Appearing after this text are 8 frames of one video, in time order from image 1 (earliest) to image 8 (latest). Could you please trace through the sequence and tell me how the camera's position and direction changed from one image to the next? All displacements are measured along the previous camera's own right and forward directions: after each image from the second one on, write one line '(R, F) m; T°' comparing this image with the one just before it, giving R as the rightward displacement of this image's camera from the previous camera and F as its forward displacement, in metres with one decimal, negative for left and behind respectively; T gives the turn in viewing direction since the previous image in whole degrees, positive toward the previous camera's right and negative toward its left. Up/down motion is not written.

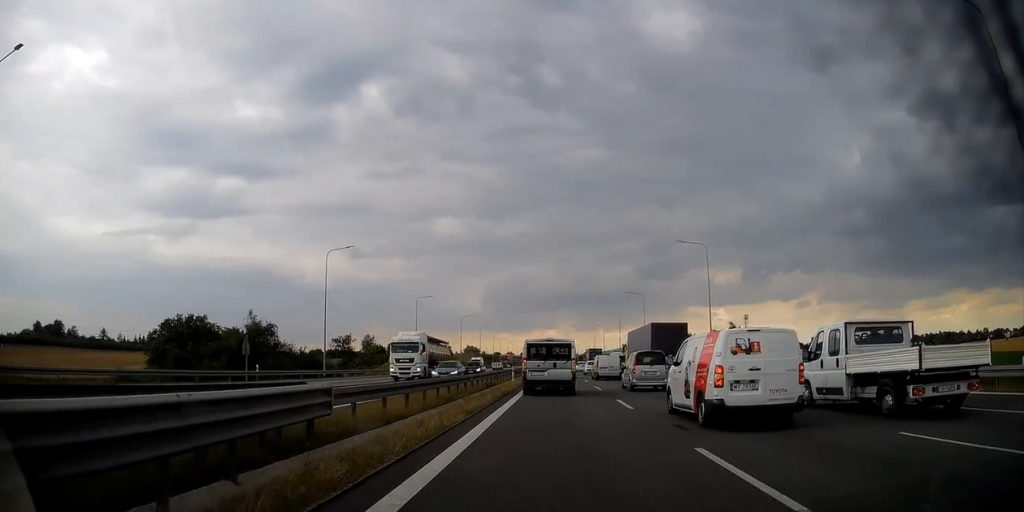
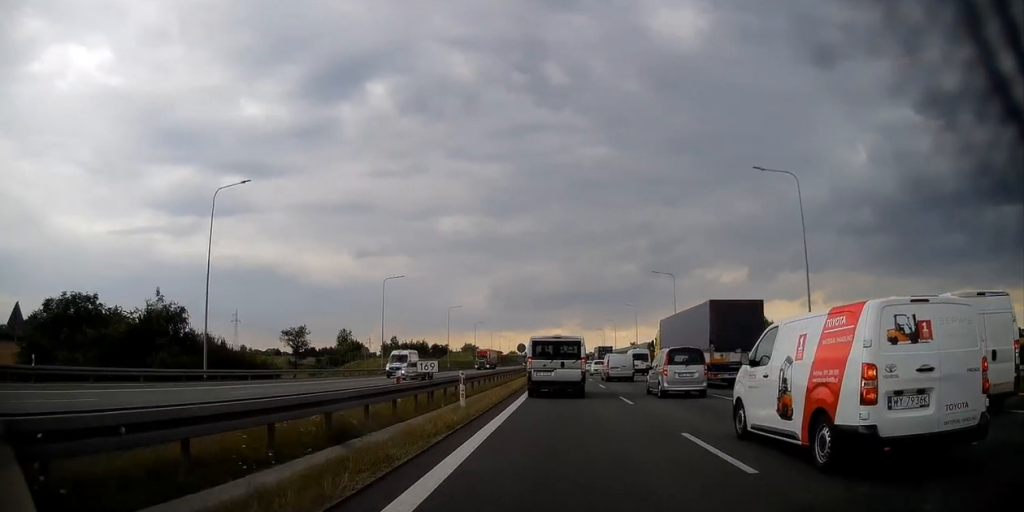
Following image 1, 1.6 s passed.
(0.0, +21.1) m; 0°
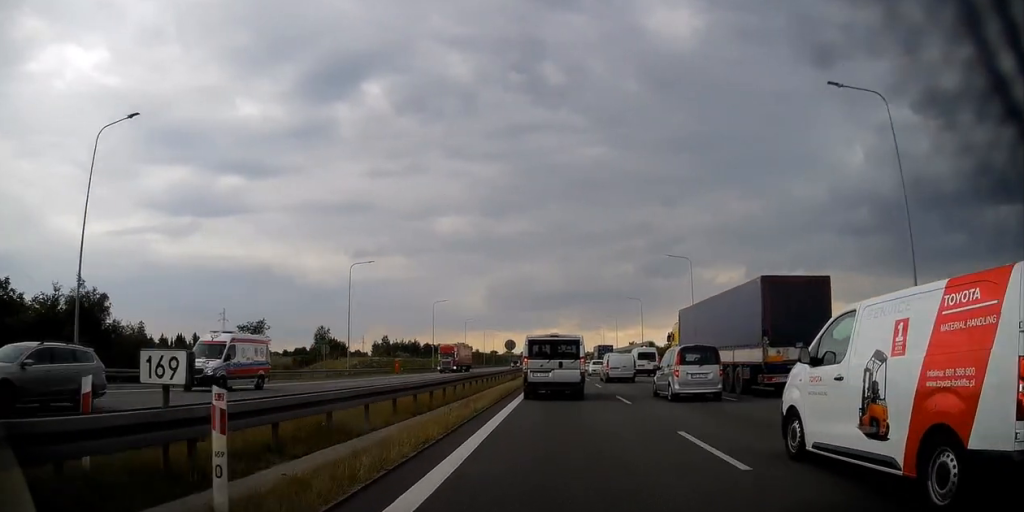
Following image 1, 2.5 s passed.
(0.0, +10.8) m; 0°
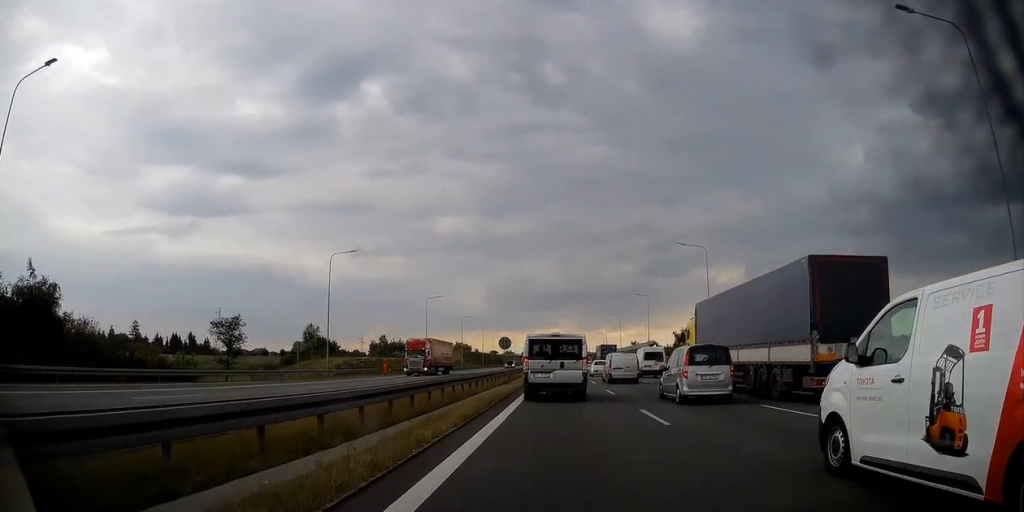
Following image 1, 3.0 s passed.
(0.0, +5.5) m; -1°
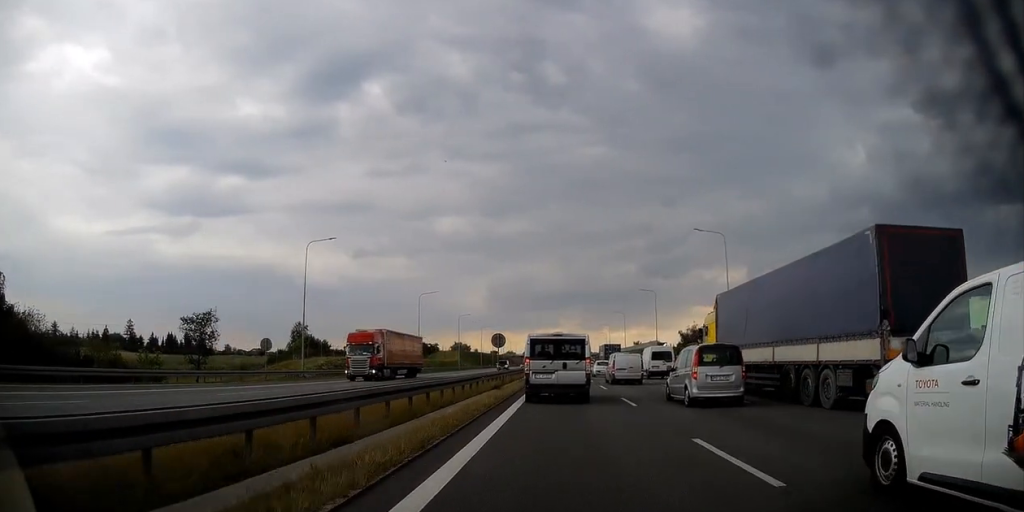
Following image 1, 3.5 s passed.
(+0.1, +5.4) m; -1°
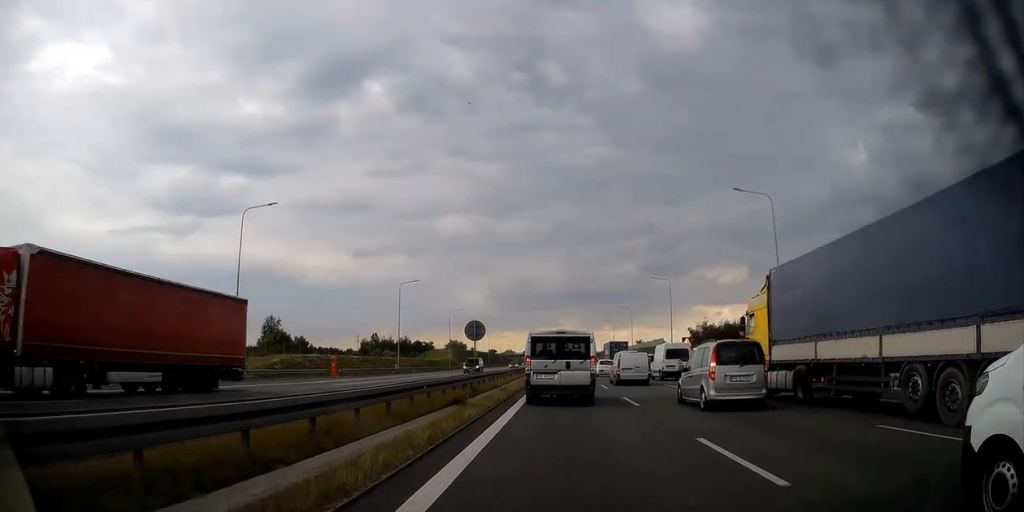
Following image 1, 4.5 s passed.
(-0.2, +9.1) m; -1°
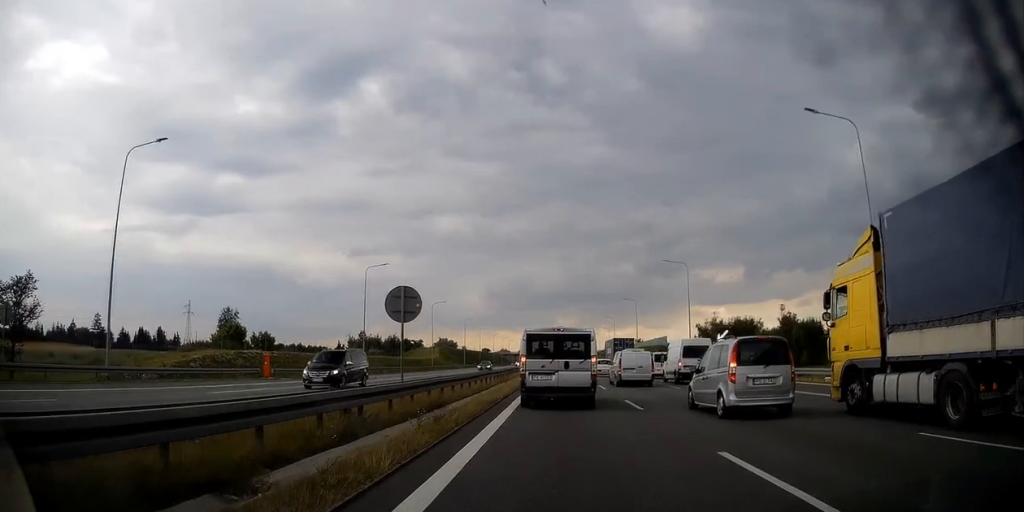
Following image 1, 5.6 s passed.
(0.0, +10.1) m; +2°
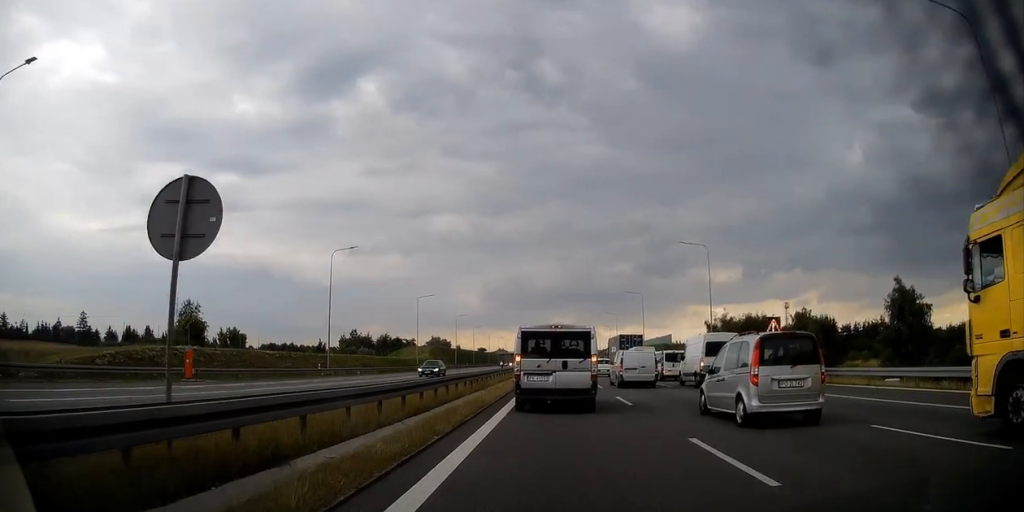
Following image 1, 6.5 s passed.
(+0.2, +8.7) m; +1°
